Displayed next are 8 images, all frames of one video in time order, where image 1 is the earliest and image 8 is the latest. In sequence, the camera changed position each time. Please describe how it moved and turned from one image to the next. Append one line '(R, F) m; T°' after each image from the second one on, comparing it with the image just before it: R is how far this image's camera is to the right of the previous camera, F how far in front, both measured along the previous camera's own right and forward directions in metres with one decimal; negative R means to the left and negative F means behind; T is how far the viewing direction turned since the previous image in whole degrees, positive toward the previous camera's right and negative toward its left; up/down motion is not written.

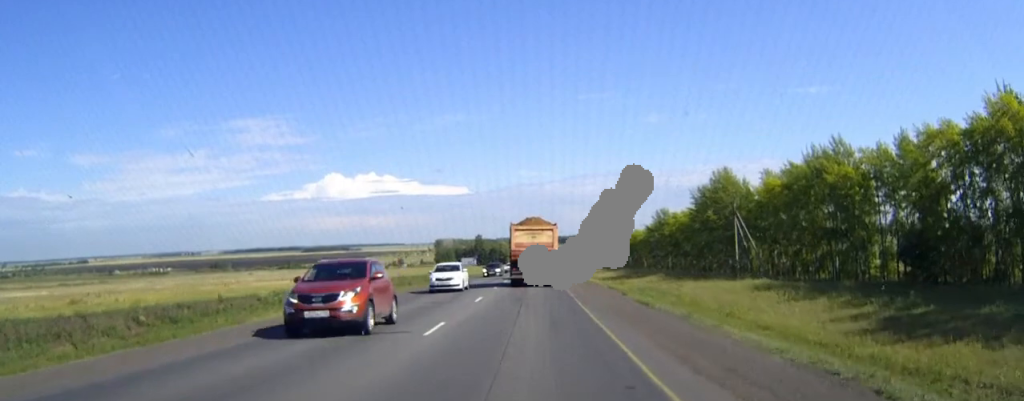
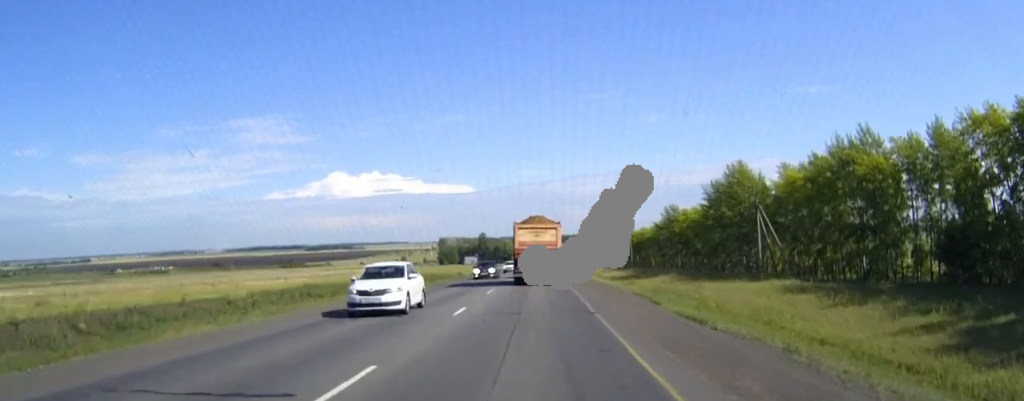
(0.0, +7.7) m; 0°
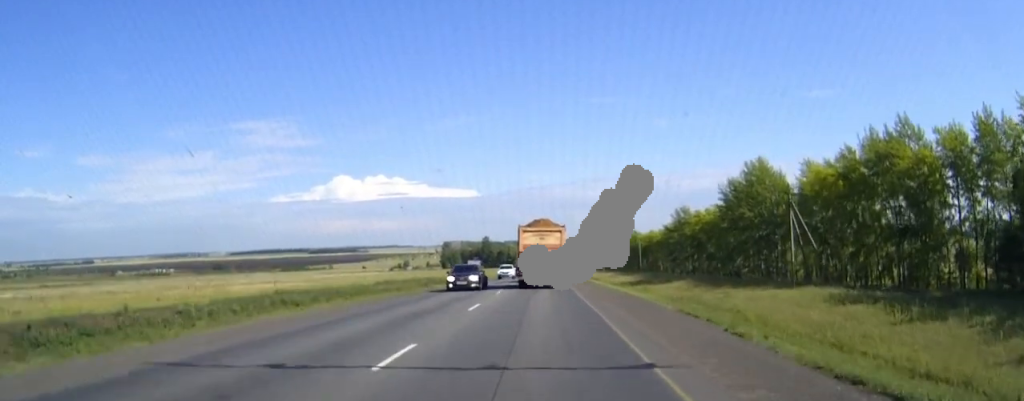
(0.0, +9.4) m; 0°
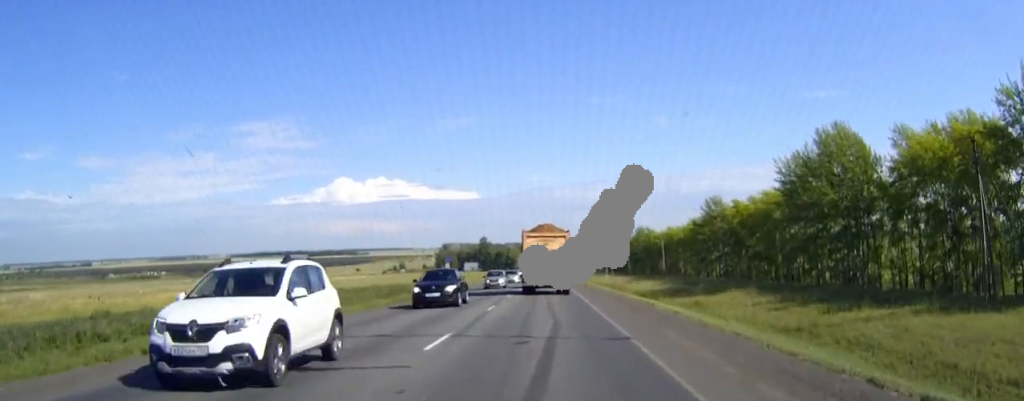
(-0.1, +32.8) m; 0°
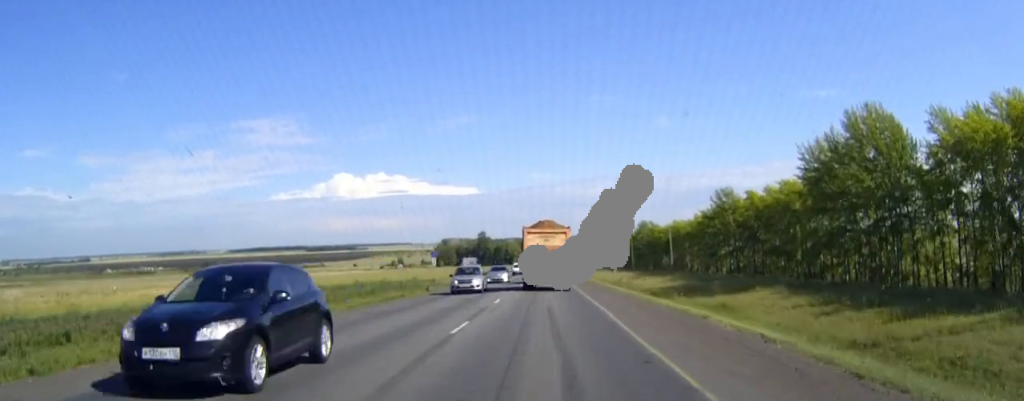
(0.0, +9.4) m; 0°
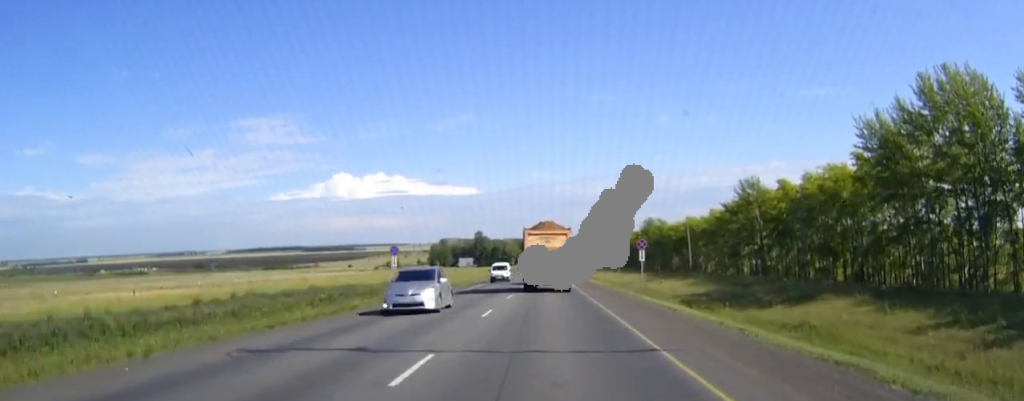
(0.0, +18.3) m; 0°
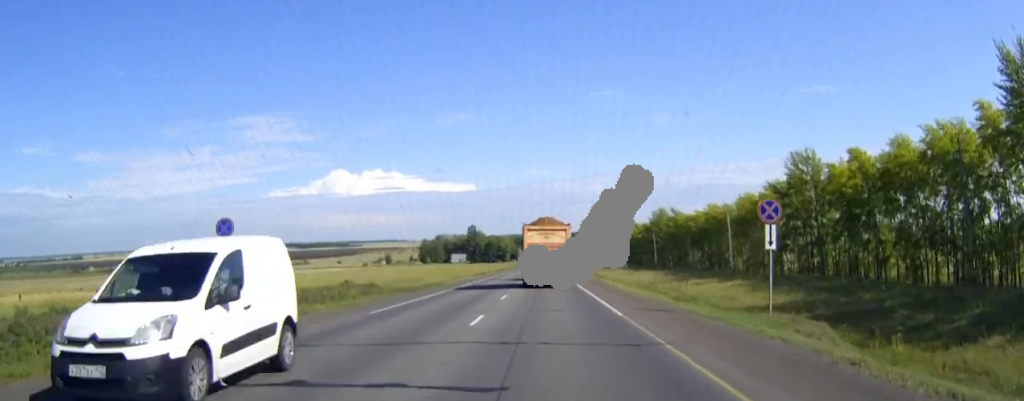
(+0.1, +28.0) m; 0°
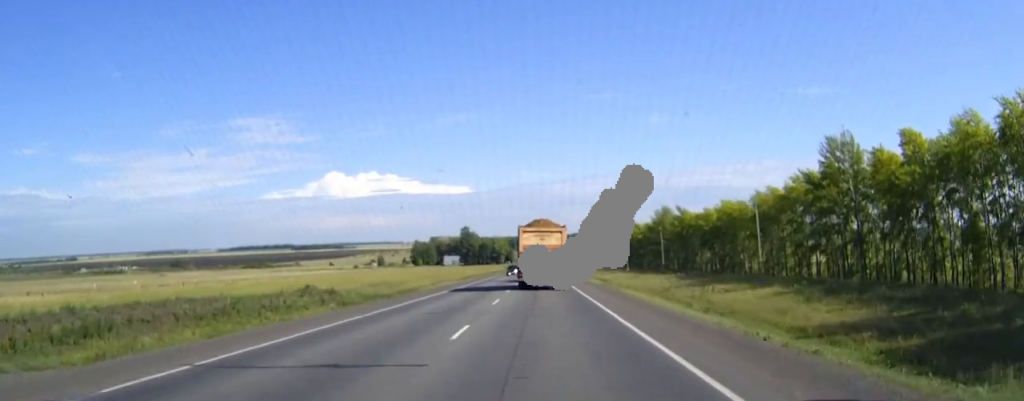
(0.0, +14.4) m; 0°
